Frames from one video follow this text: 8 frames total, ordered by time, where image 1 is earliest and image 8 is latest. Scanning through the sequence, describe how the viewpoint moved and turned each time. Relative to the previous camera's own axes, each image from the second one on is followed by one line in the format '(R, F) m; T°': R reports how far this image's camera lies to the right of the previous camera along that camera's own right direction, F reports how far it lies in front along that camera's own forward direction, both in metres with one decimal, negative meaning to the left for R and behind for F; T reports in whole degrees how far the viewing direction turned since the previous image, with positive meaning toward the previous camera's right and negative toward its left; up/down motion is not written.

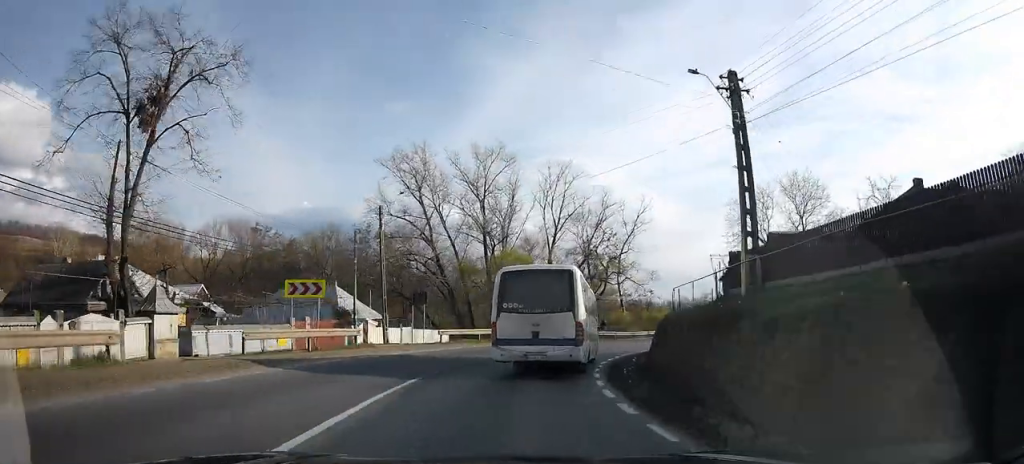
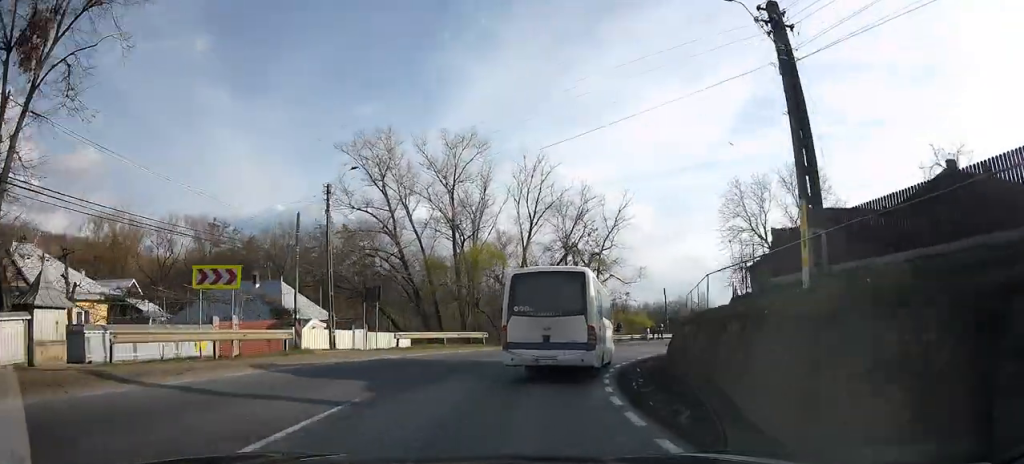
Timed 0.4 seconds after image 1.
(-0.3, +4.2) m; +11°
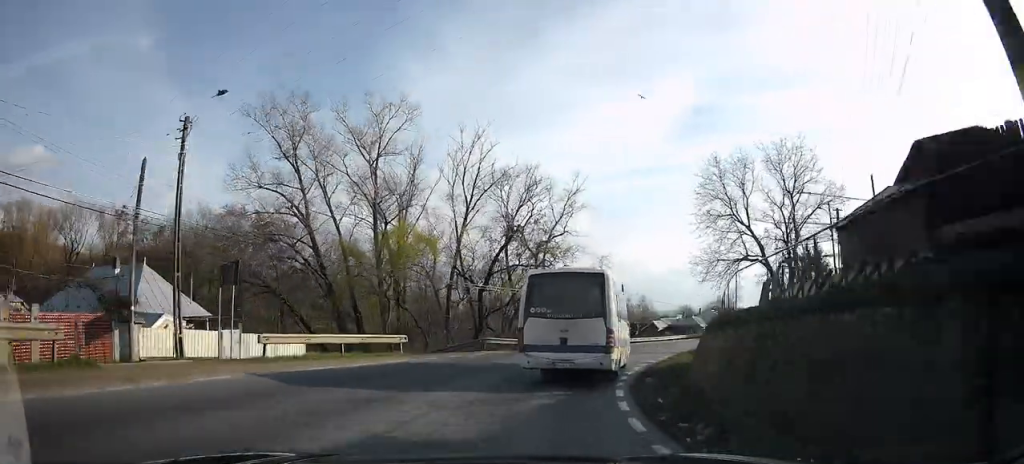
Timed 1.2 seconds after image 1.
(+3.0, +7.2) m; +18°
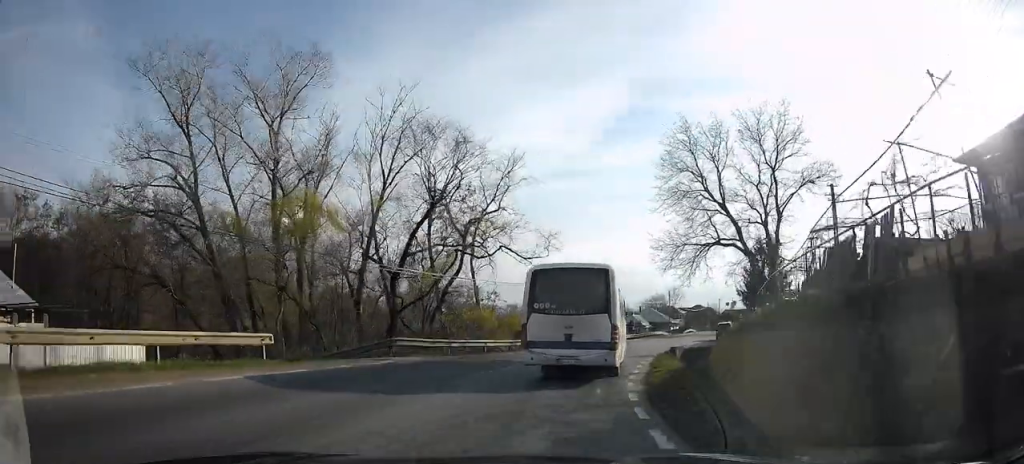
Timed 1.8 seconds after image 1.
(+0.5, +7.0) m; +4°
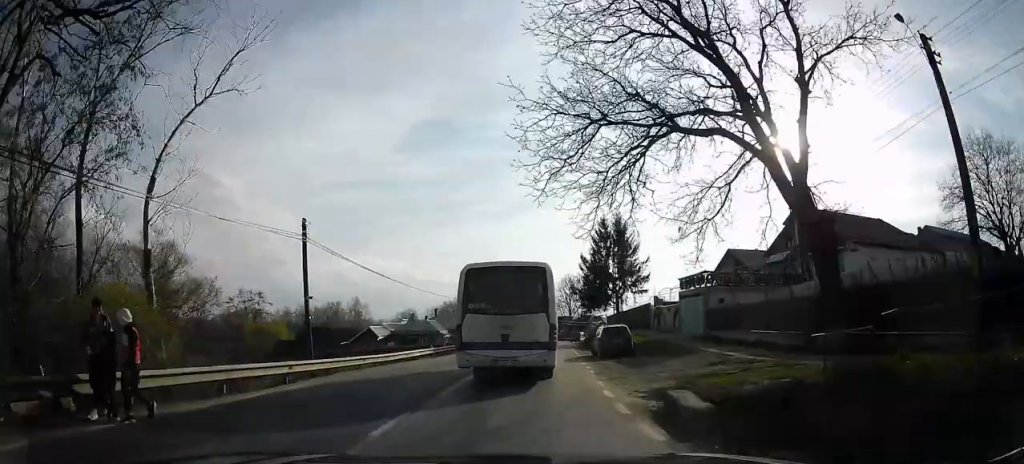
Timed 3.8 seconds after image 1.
(0.0, +20.6) m; 0°
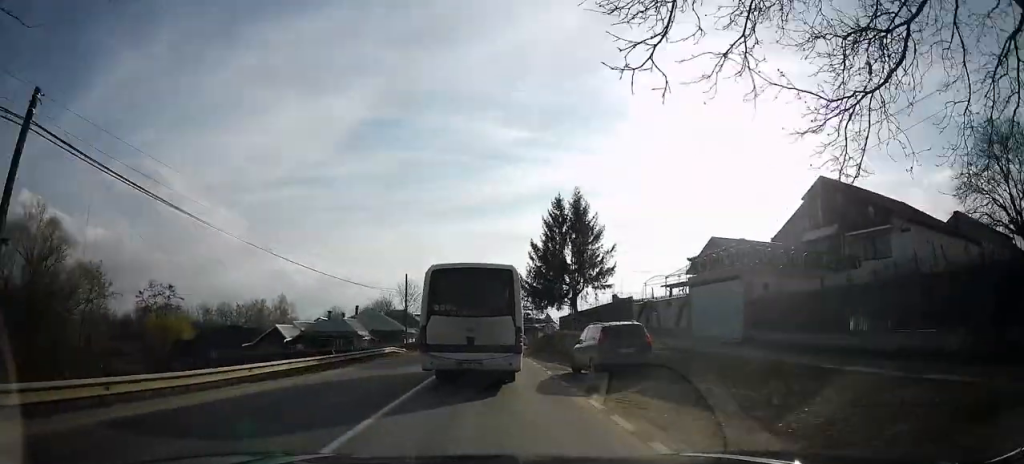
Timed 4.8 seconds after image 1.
(0.0, +10.2) m; 0°
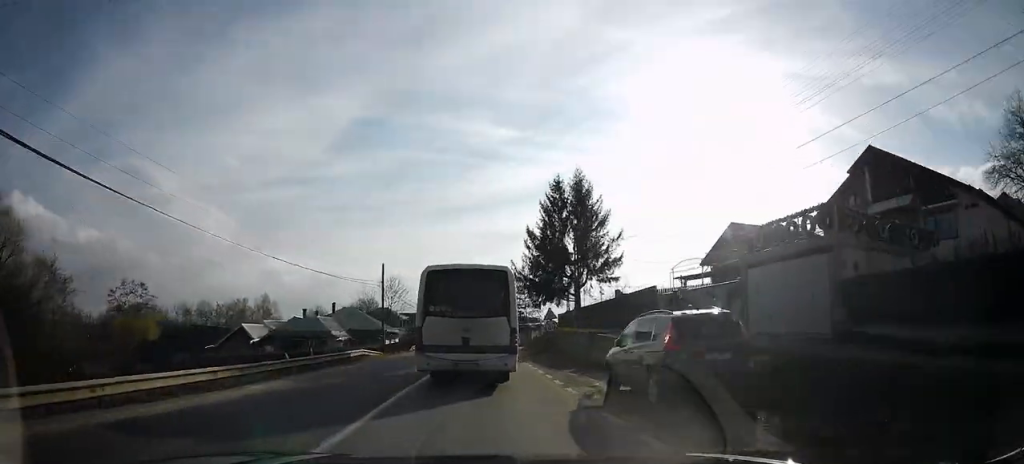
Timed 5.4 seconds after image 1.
(0.0, +5.4) m; 0°
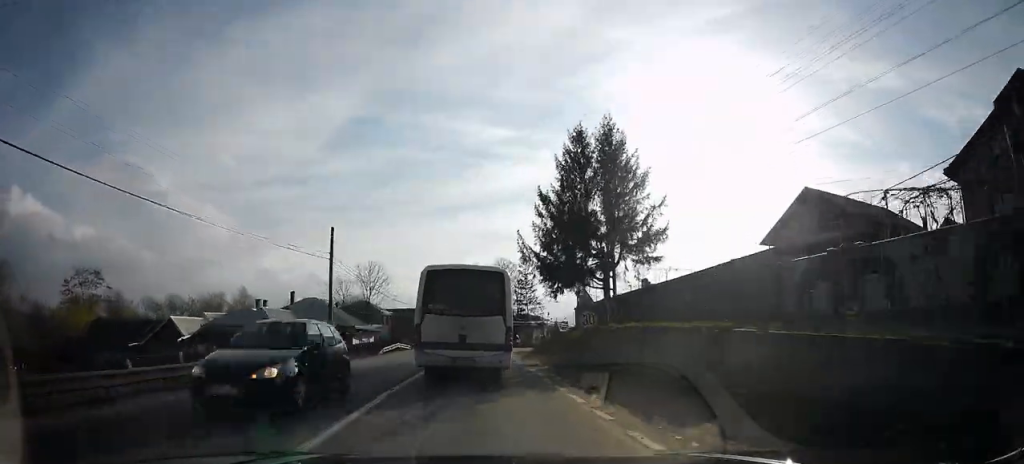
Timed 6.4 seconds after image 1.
(0.0, +10.5) m; 0°
